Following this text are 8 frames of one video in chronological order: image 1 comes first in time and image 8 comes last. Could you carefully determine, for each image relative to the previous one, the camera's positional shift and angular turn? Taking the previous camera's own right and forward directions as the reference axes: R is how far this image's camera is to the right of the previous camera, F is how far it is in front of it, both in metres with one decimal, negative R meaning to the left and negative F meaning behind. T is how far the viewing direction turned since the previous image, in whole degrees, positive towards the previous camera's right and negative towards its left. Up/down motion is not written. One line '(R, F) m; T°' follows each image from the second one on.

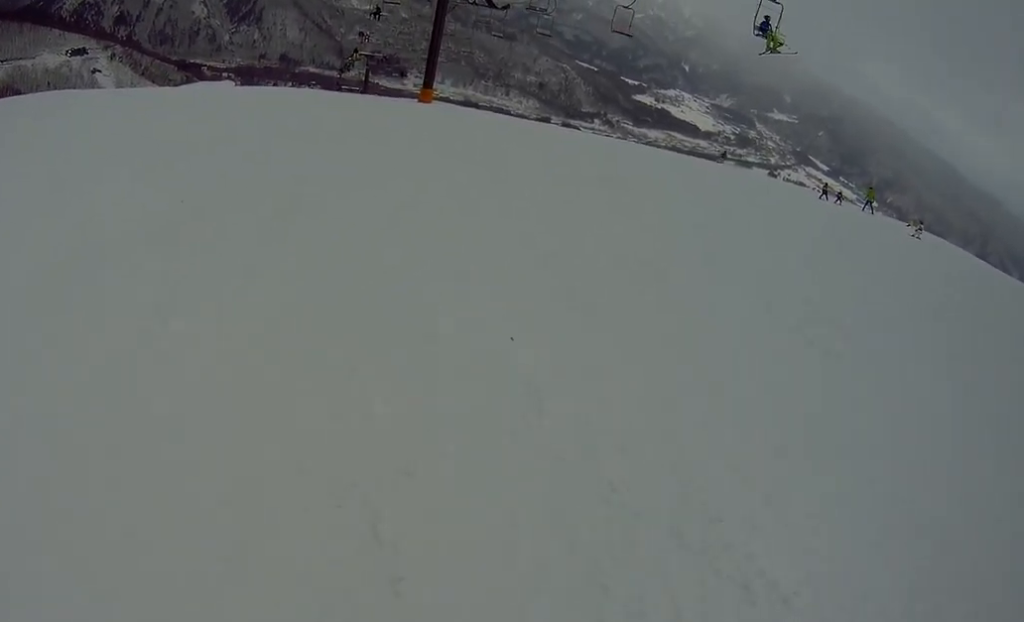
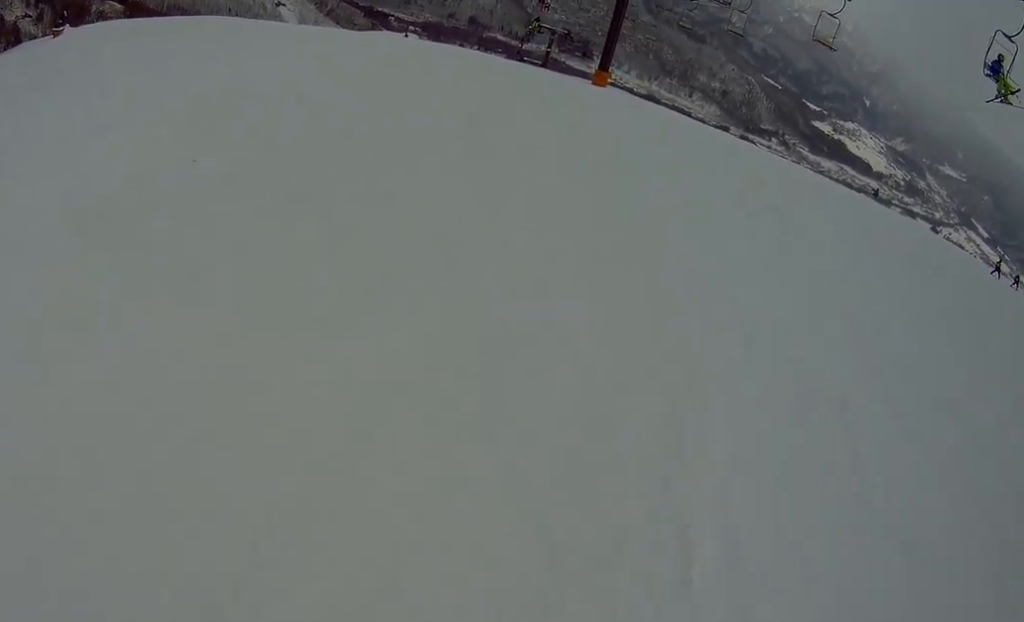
(+0.3, +3.5) m; -8°
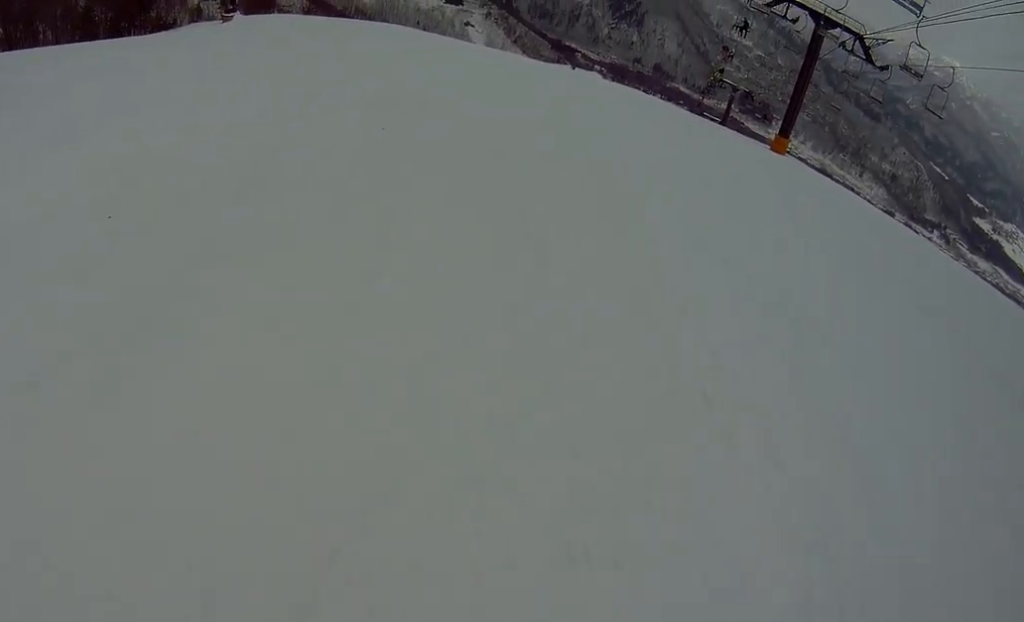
(+0.5, +3.7) m; -9°
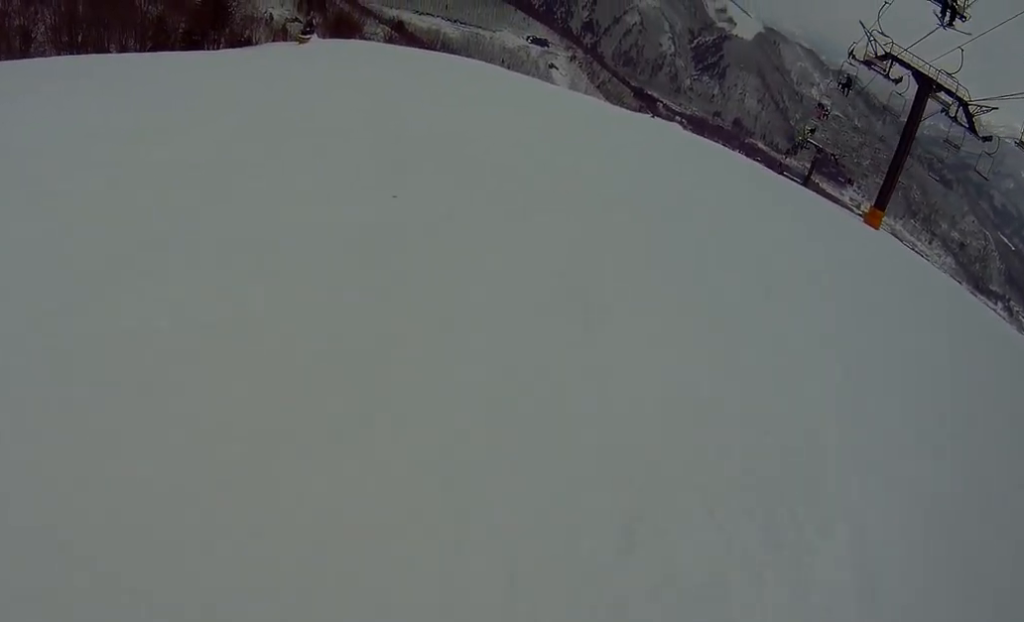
(-1.4, +3.8) m; -6°
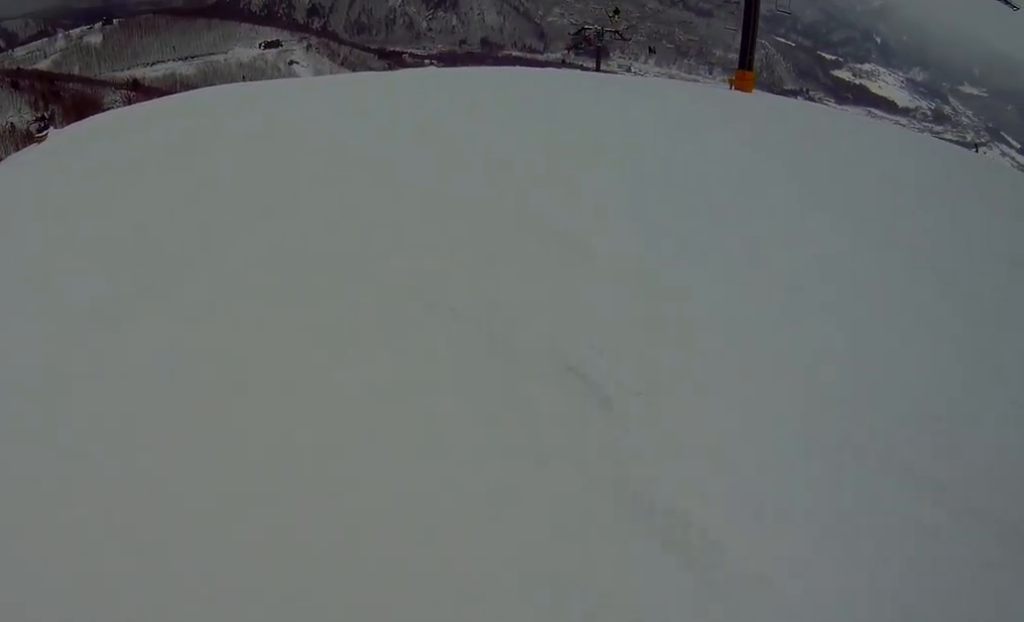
(+0.1, +8.5) m; +8°
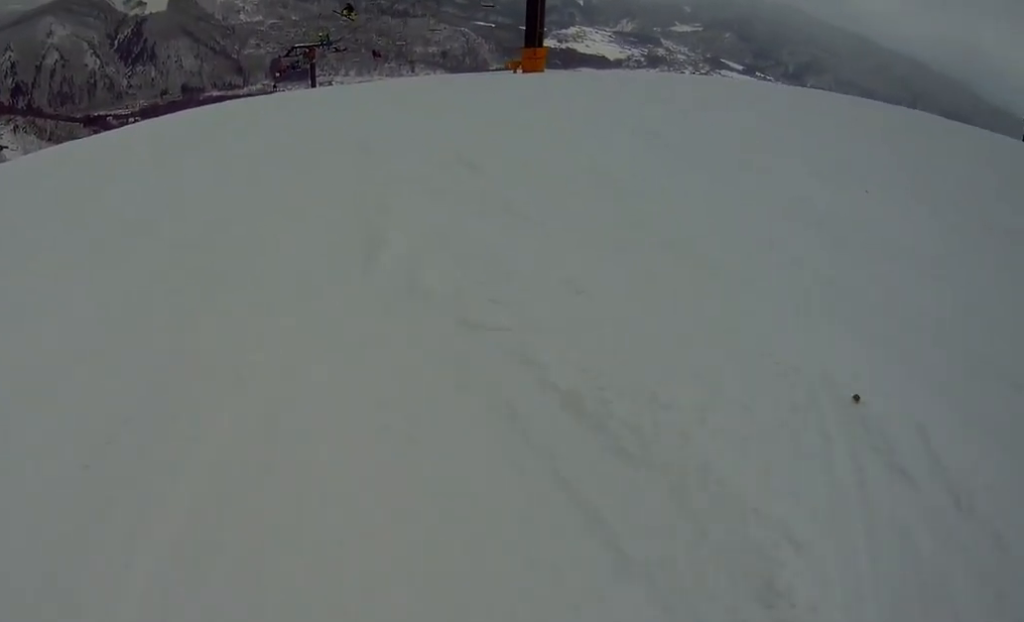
(+0.8, +7.9) m; +14°
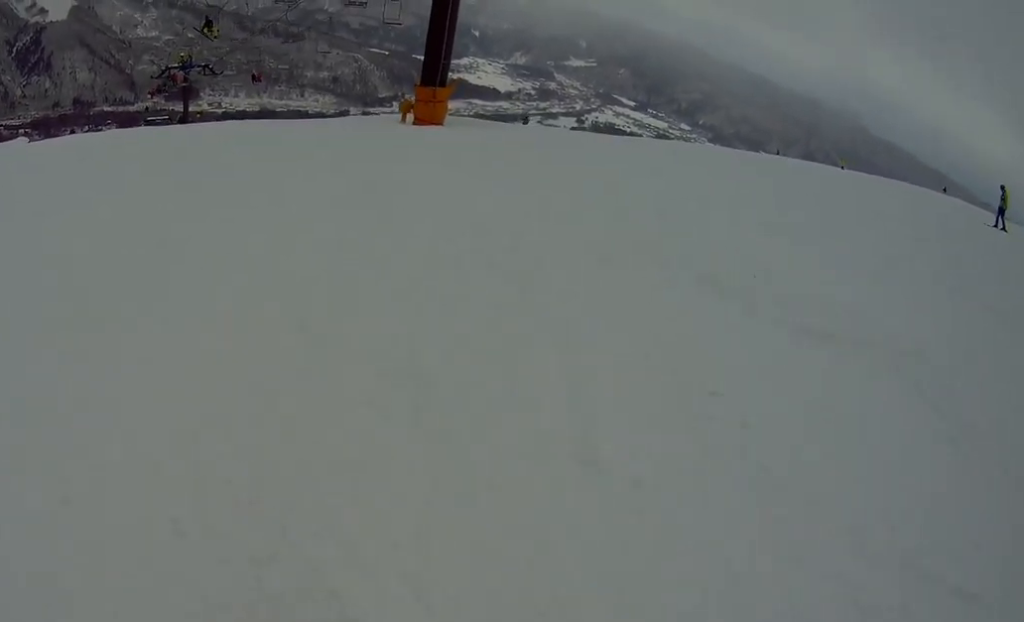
(+1.4, +8.5) m; +16°
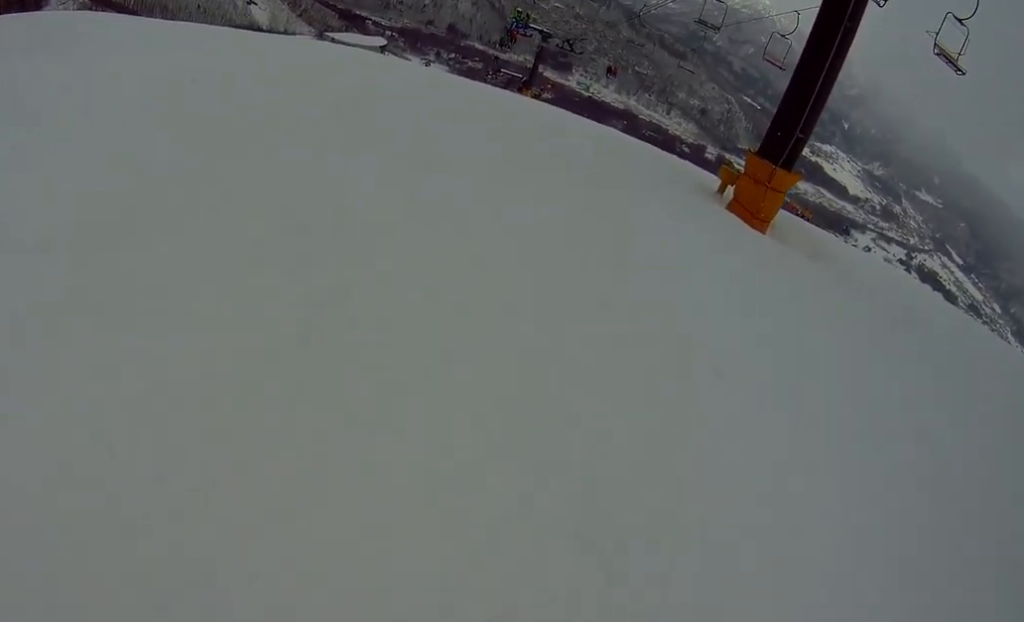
(+0.5, +7.2) m; -9°
